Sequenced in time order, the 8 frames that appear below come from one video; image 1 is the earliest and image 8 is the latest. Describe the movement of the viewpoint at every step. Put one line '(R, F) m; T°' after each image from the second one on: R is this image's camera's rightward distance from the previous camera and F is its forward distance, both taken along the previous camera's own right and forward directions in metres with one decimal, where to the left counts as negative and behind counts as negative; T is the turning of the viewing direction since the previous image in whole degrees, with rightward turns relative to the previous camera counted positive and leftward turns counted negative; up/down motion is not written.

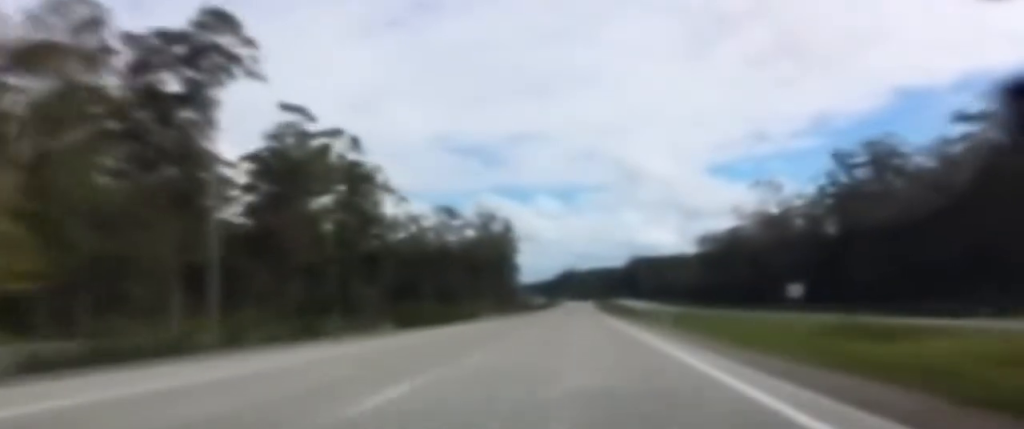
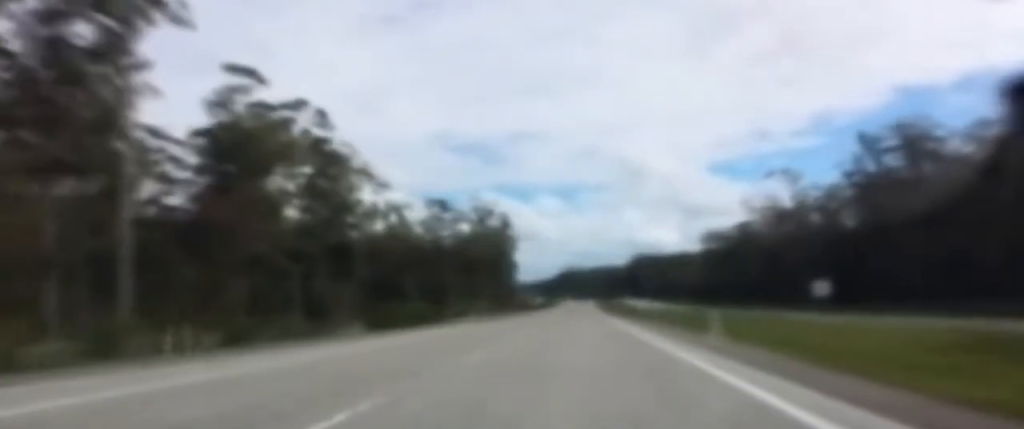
(-0.1, +14.2) m; 0°
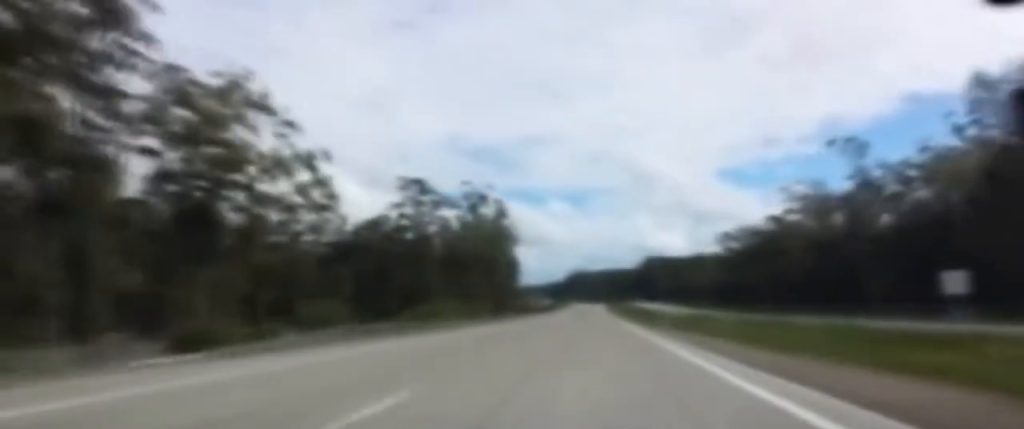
(+0.4, +43.8) m; +1°
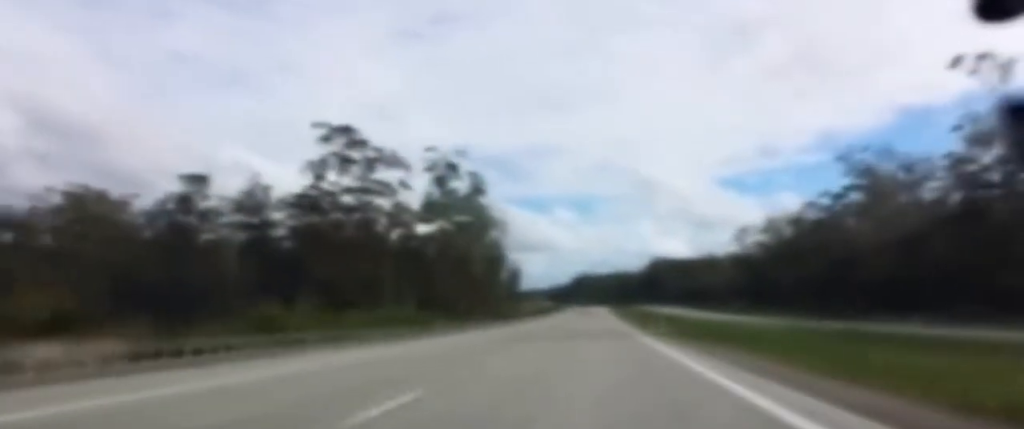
(0.0, +55.8) m; -1°
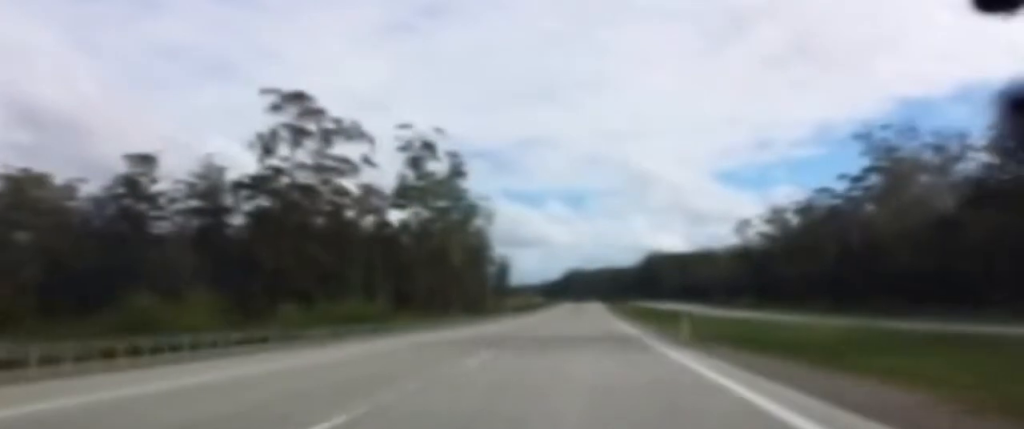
(0.0, +14.0) m; -1°
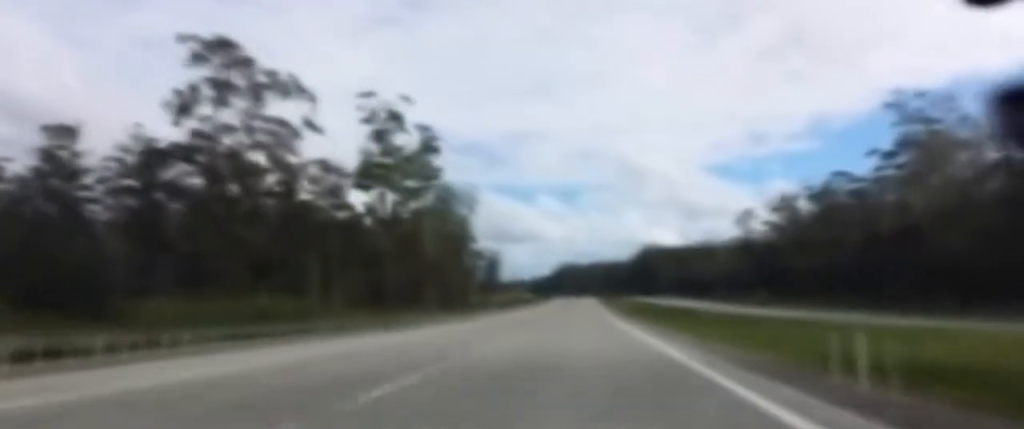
(-0.1, +18.1) m; 0°
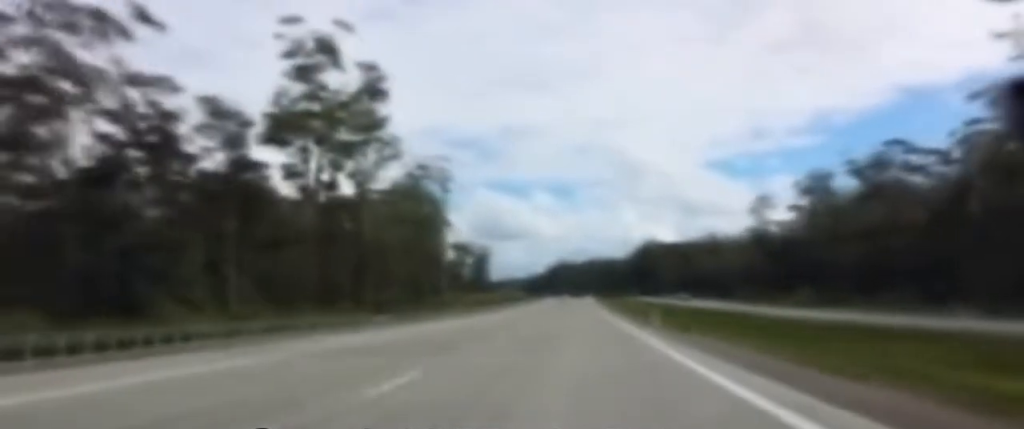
(+0.1, +33.2) m; +1°
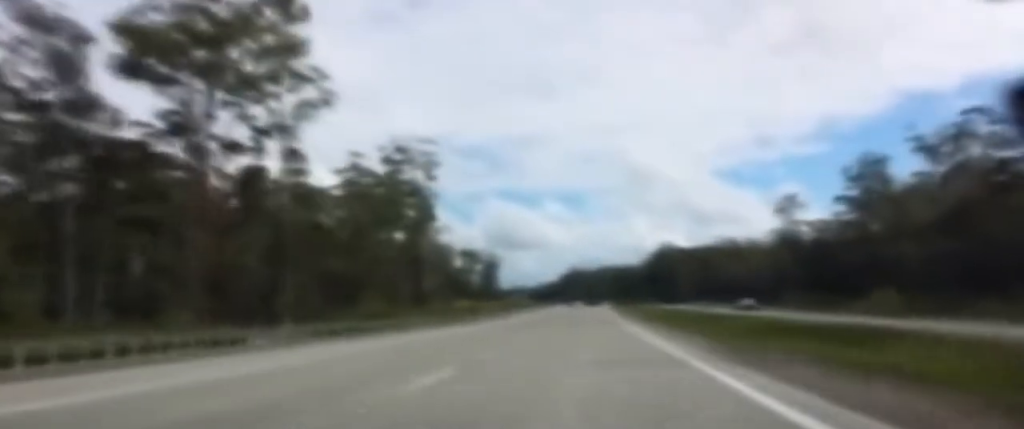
(+0.5, +32.3) m; +1°
